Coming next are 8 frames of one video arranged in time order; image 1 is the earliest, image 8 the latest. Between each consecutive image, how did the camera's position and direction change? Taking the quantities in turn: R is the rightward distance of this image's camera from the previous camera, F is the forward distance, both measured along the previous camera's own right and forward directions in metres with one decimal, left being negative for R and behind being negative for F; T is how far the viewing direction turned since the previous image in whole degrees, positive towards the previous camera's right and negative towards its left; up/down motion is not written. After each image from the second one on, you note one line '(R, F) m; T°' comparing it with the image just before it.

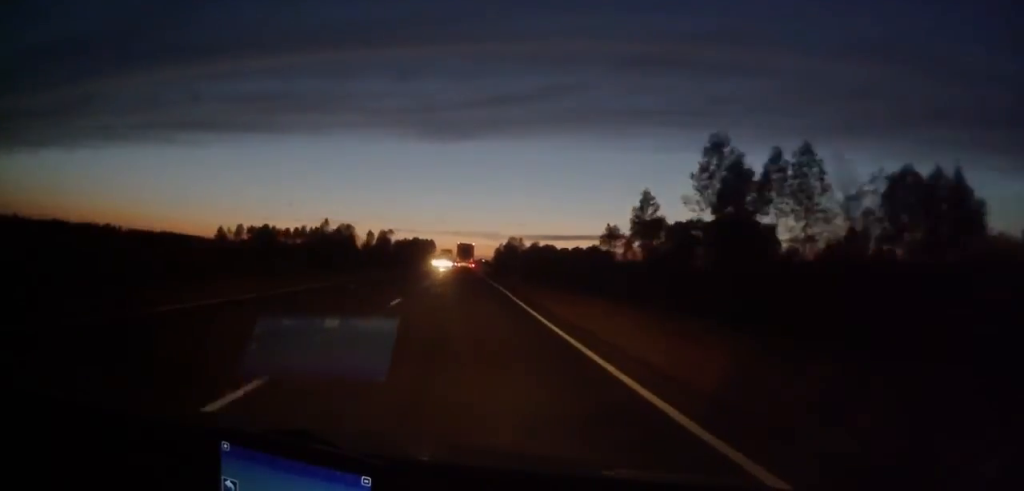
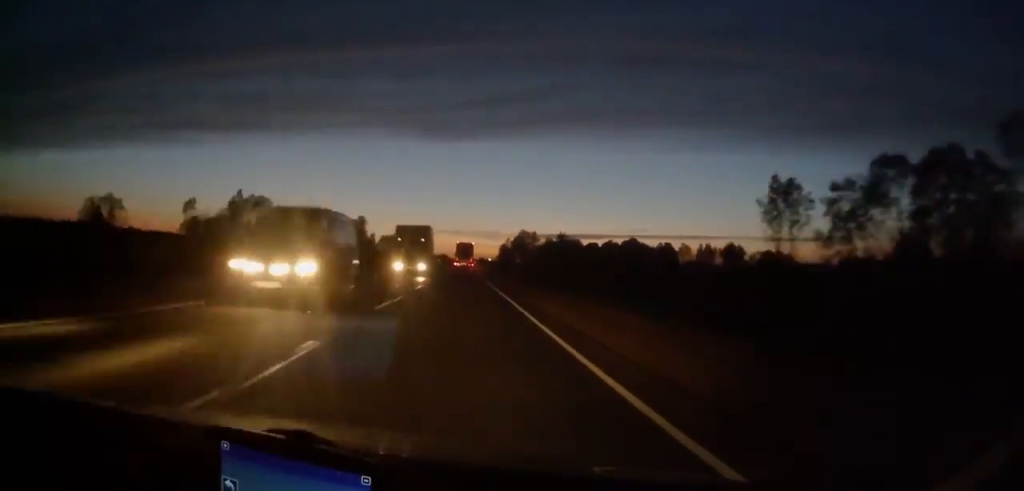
(0.0, +49.4) m; 0°
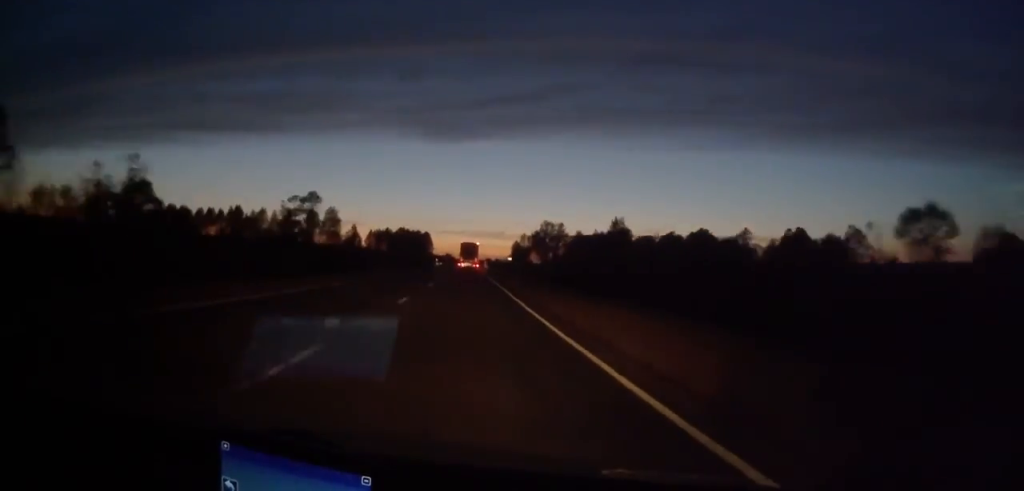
(0.0, +46.3) m; 0°
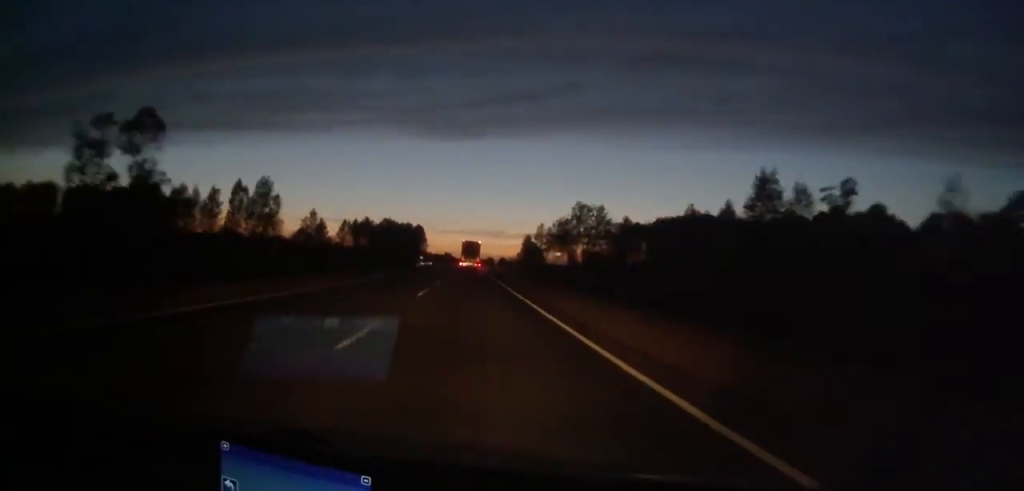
(0.0, +46.5) m; 0°
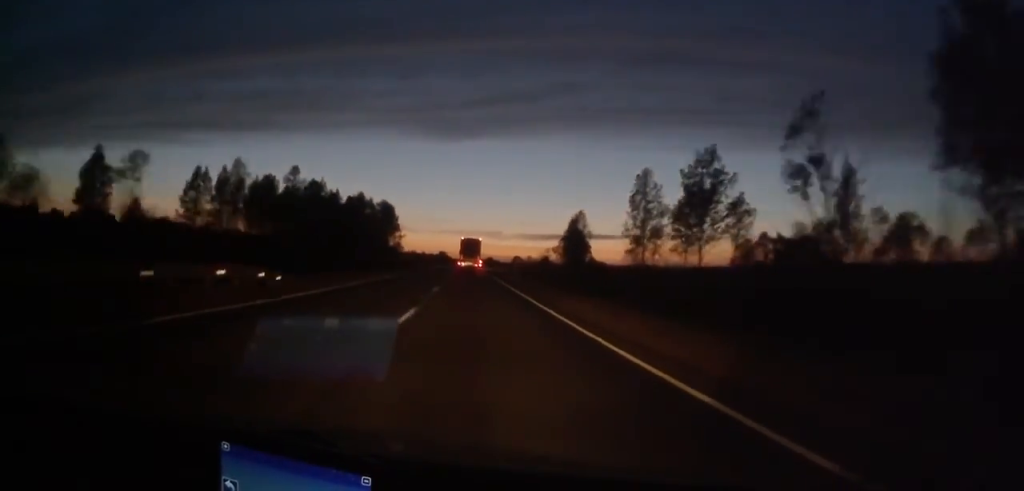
(+0.2, +91.3) m; 0°
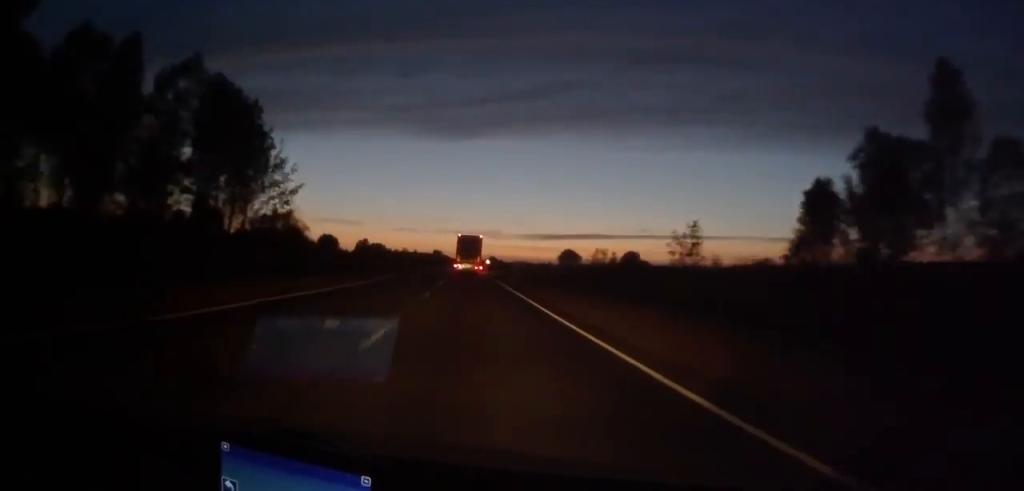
(-0.3, +96.1) m; 0°
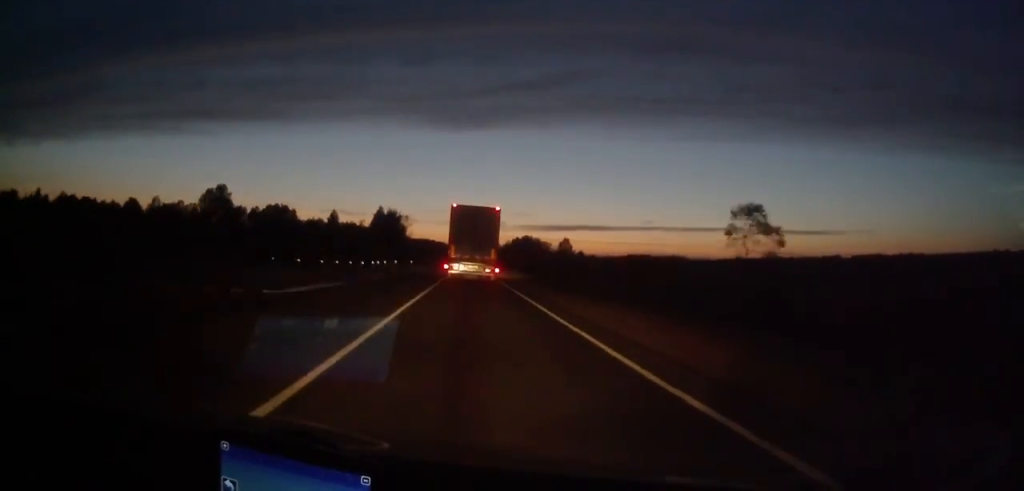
(+0.2, +346.5) m; 0°
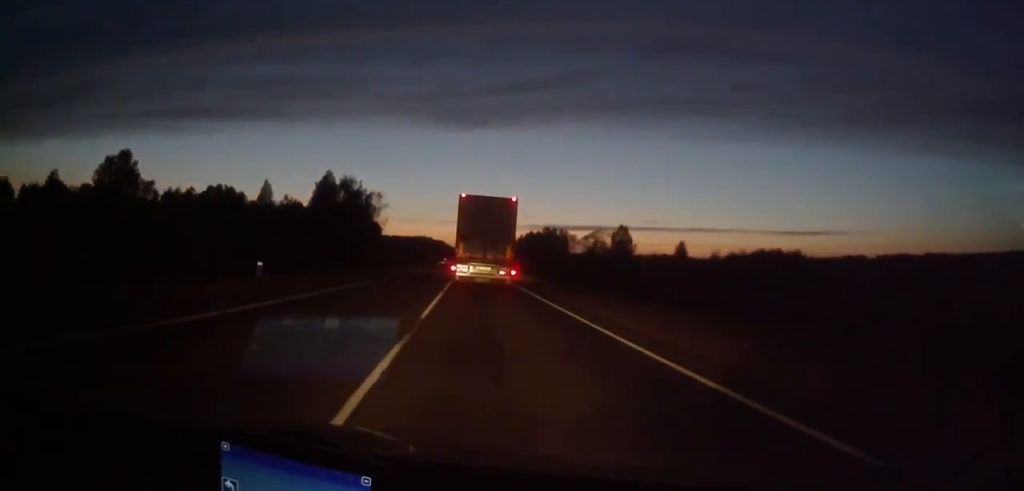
(+0.1, +75.8) m; 0°
